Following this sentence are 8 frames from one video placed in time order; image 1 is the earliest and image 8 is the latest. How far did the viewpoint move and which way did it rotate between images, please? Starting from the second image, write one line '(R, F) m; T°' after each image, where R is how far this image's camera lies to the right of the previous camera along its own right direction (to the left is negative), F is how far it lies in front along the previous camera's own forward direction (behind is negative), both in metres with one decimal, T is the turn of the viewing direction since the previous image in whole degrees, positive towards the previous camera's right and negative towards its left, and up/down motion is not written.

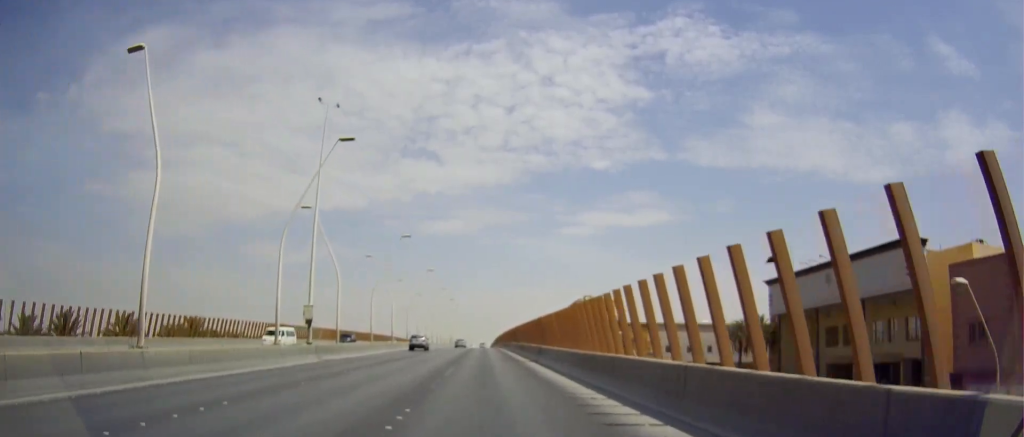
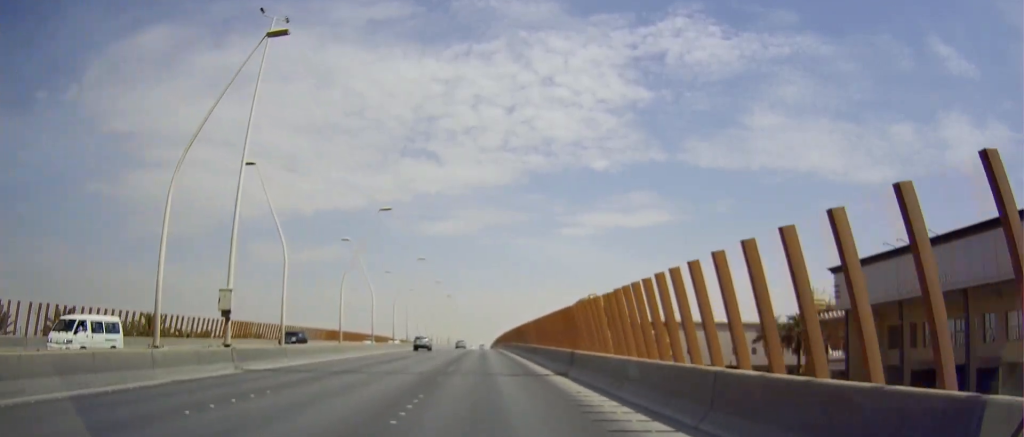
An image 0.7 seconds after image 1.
(0.0, +11.5) m; -1°
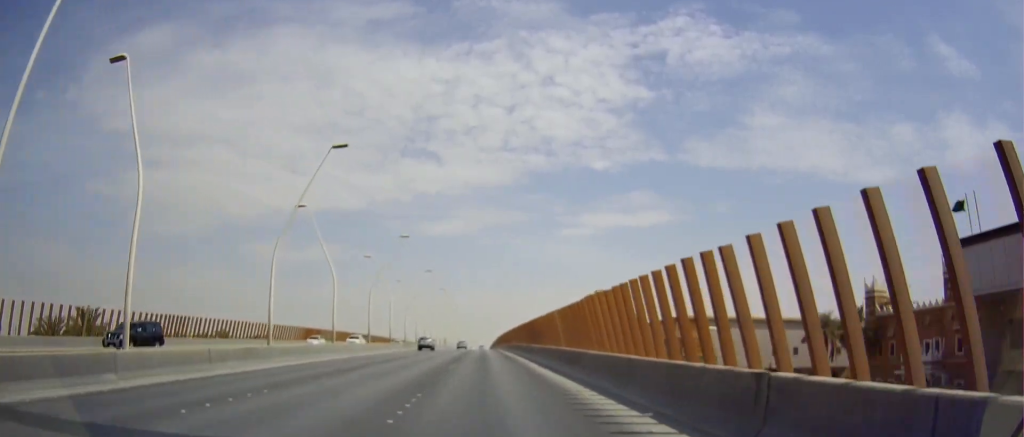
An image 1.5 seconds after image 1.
(-0.2, +14.3) m; 0°
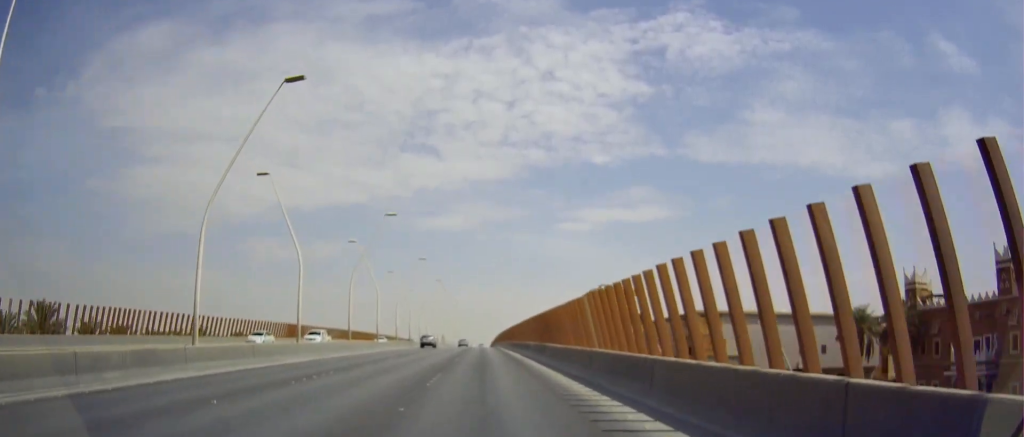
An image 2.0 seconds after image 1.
(0.0, +7.8) m; 0°
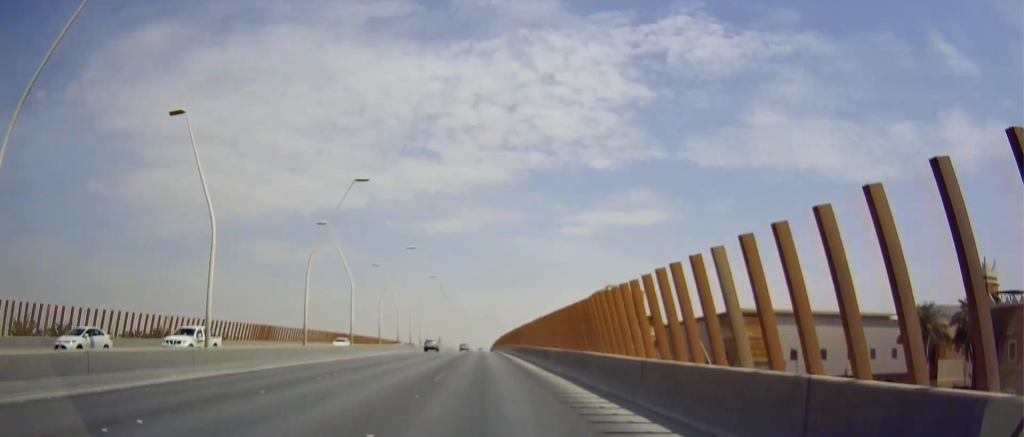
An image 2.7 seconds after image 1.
(+0.1, +11.5) m; +1°
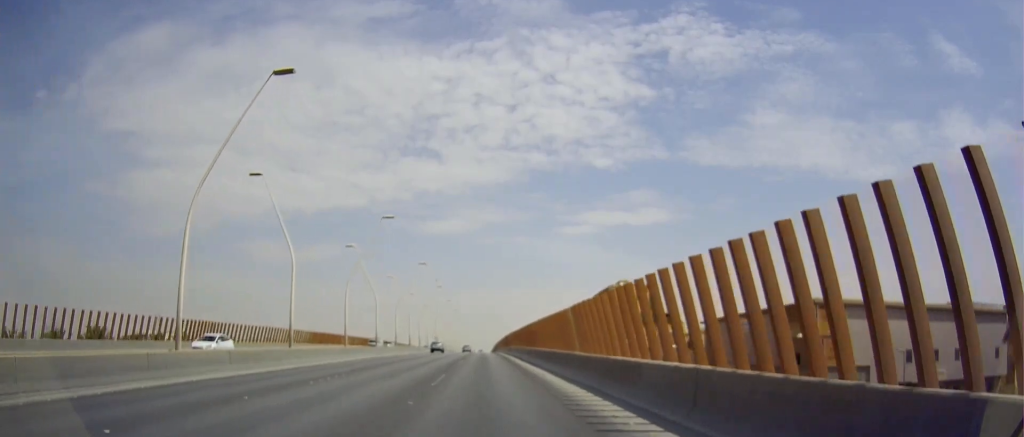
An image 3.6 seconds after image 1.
(0.0, +15.2) m; 0°
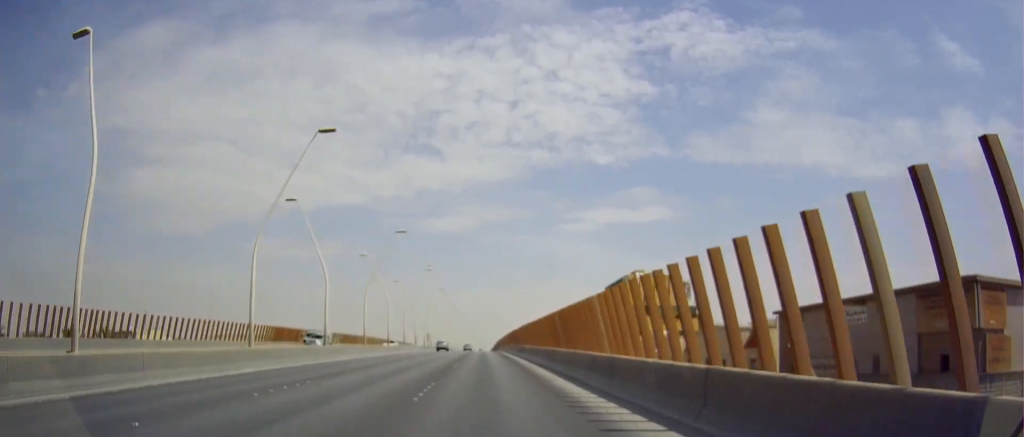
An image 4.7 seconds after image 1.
(0.0, +18.5) m; +1°
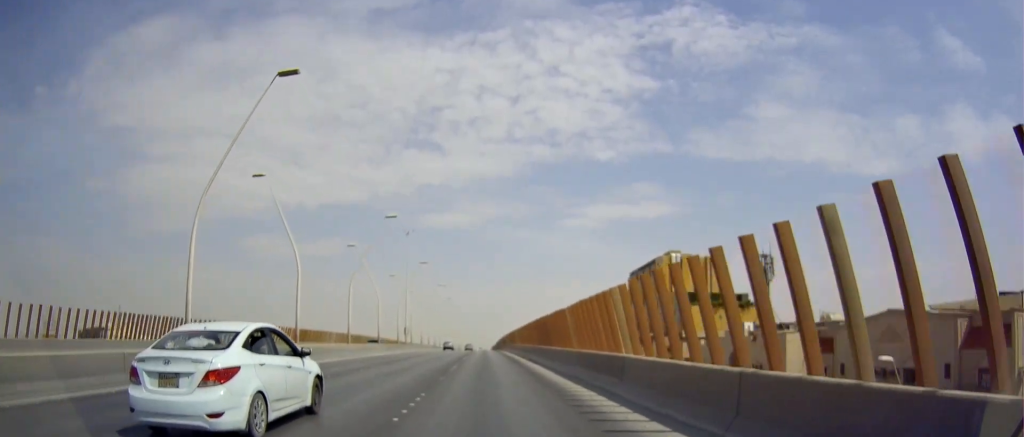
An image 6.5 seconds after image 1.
(-0.7, +30.9) m; -1°
